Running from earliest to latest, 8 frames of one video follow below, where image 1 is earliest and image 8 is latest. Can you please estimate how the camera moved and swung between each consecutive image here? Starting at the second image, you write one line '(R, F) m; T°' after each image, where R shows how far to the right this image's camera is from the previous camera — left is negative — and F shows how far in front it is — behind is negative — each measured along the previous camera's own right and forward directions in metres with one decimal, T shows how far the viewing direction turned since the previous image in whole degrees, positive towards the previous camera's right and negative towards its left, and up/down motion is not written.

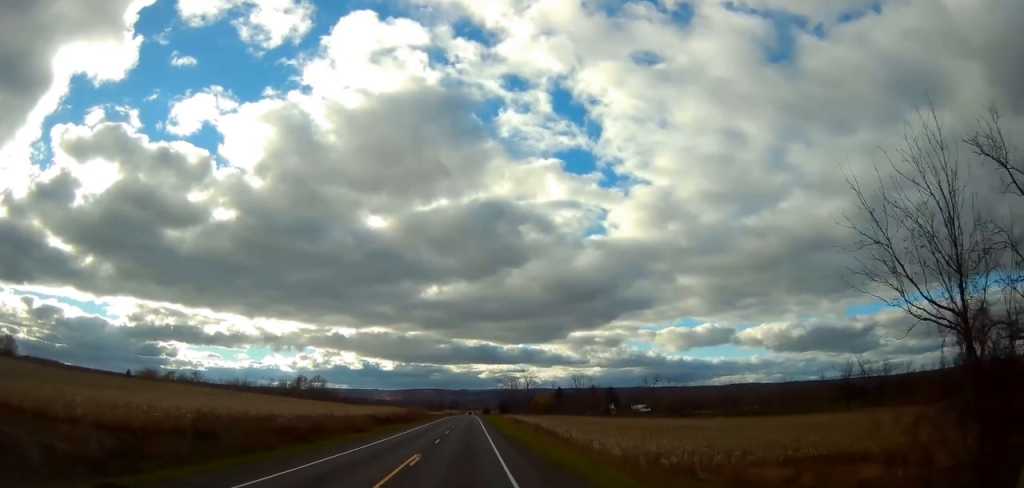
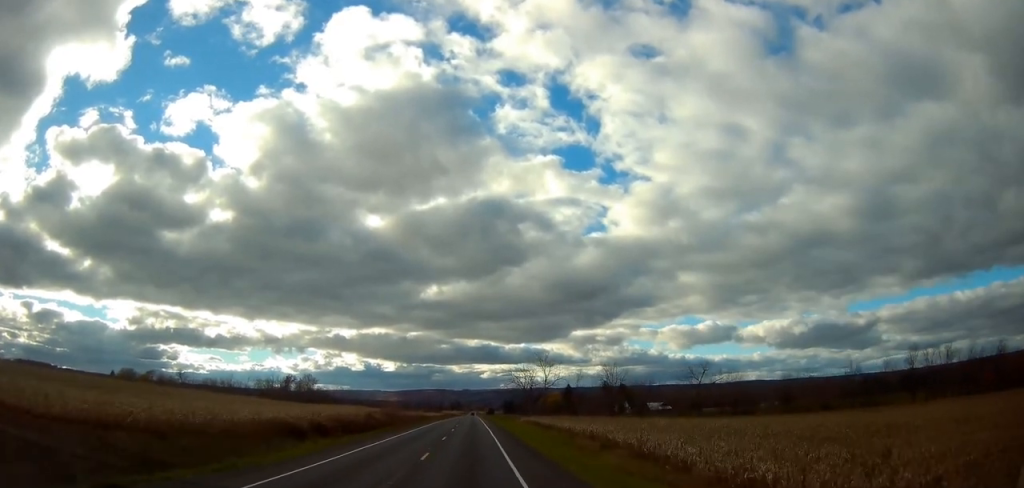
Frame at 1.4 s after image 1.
(-0.2, +34.9) m; 0°
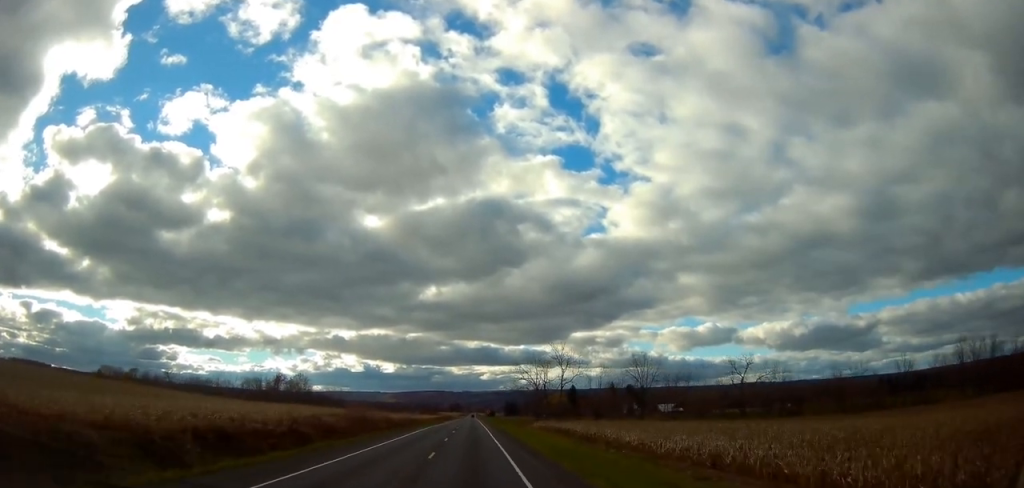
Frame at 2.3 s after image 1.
(+0.3, +22.8) m; 0°
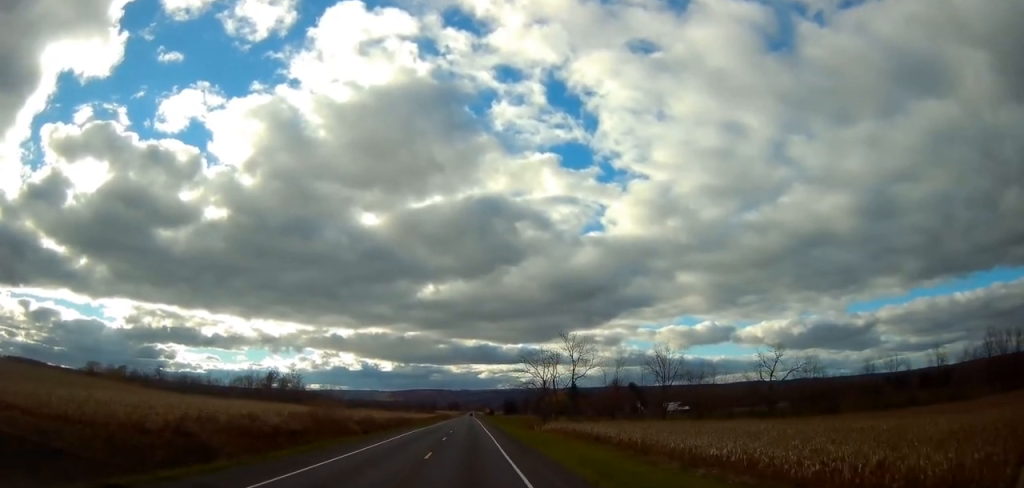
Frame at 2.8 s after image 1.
(0.0, +12.6) m; 0°
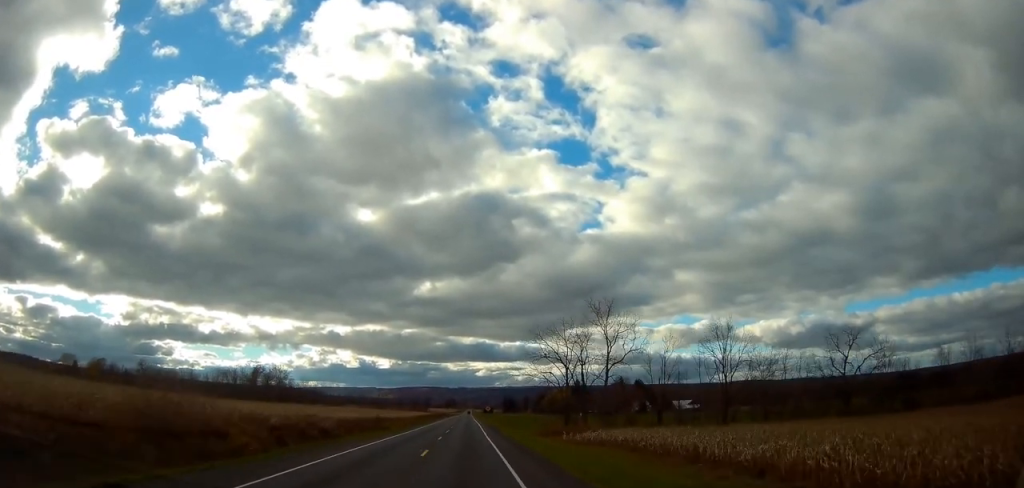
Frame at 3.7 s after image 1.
(-0.3, +23.3) m; 0°
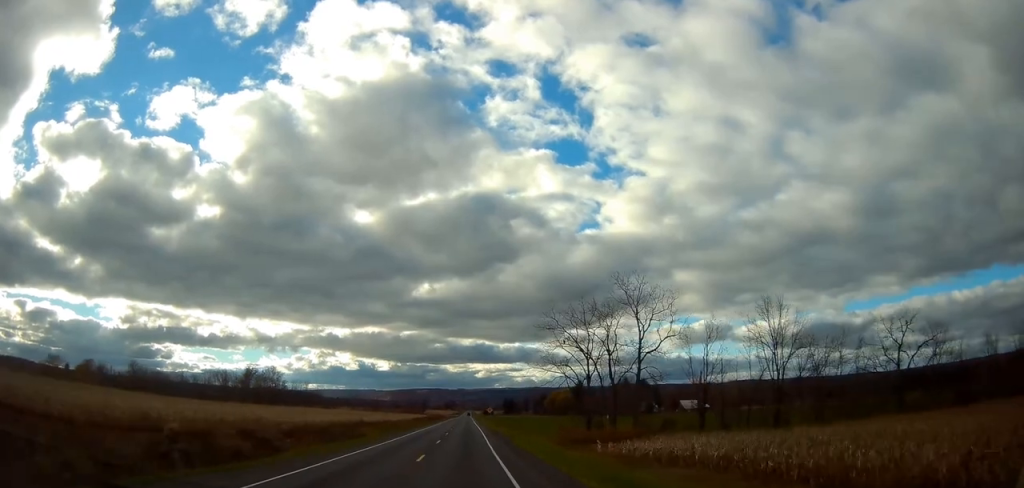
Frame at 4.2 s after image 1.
(+0.2, +12.3) m; 0°
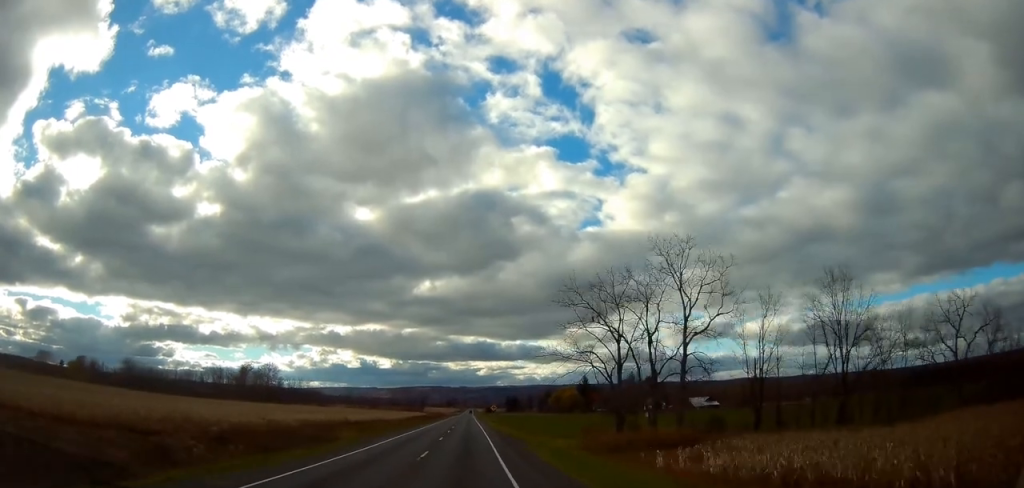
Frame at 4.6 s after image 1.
(+0.1, +10.6) m; 0°
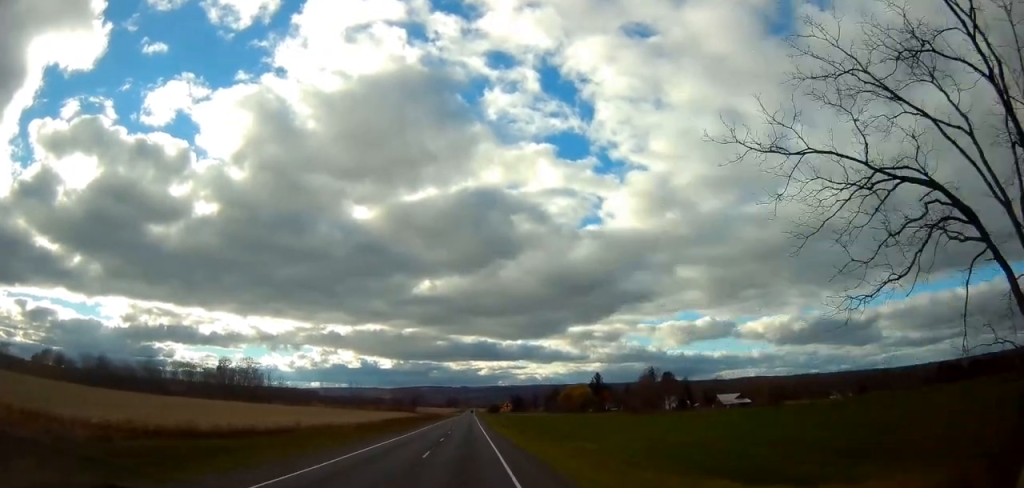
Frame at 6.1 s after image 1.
(-0.4, +34.1) m; 0°
